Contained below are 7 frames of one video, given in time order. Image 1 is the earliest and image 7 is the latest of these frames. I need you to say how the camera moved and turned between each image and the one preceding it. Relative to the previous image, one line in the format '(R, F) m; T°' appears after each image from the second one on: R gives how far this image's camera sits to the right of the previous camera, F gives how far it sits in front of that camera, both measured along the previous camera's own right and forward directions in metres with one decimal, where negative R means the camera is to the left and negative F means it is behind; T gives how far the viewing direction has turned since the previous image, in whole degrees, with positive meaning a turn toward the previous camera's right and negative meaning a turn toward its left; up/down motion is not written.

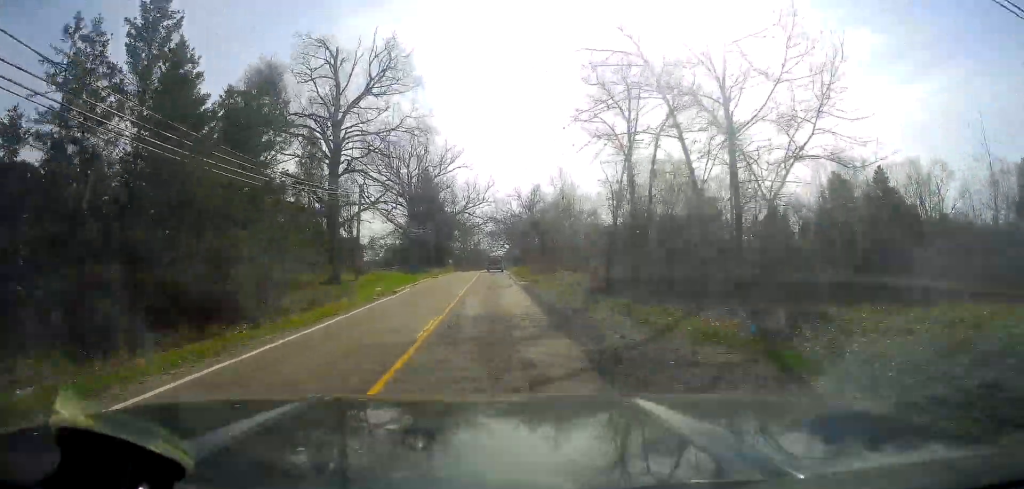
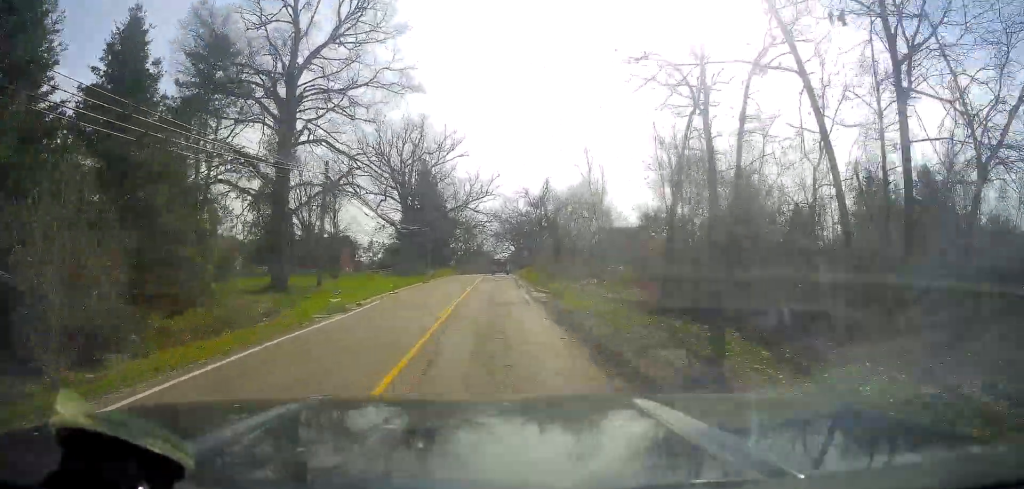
(-0.3, +10.8) m; +1°
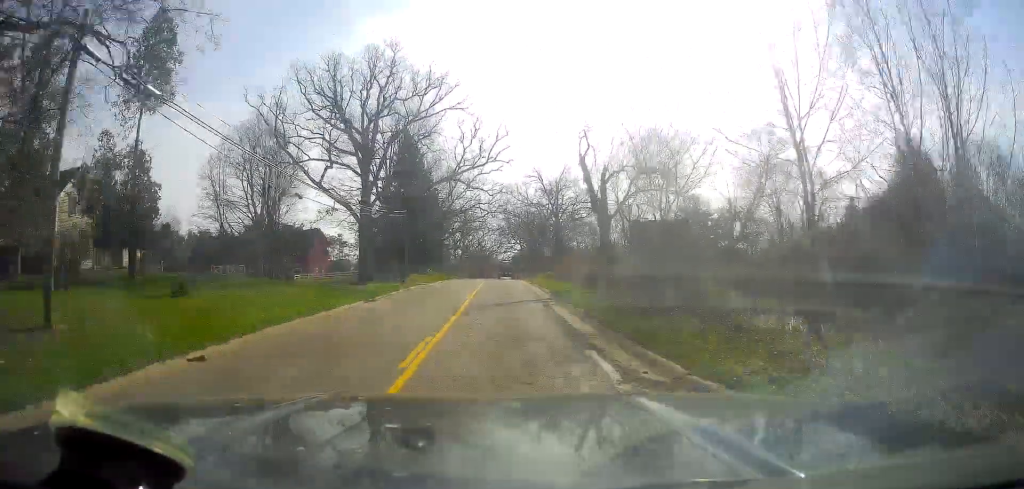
(+0.3, +23.9) m; +1°
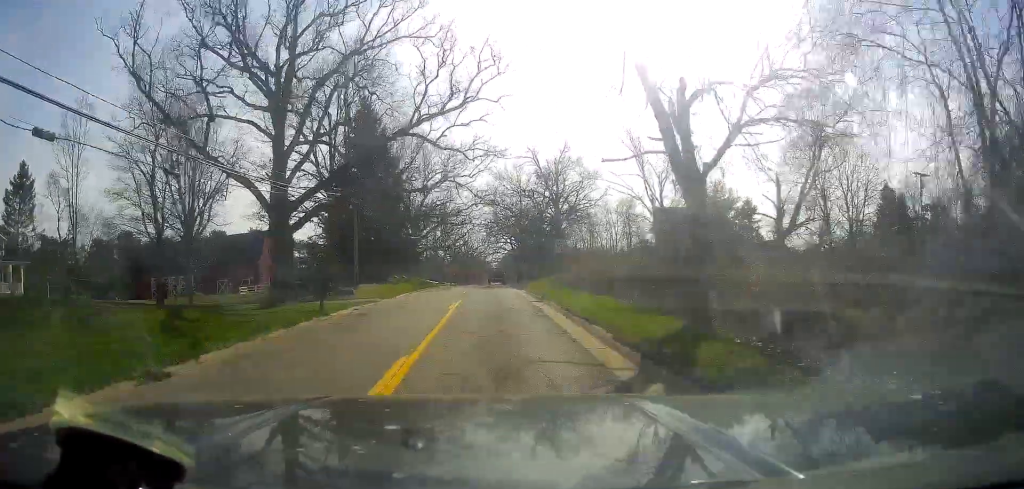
(+0.3, +17.4) m; 0°
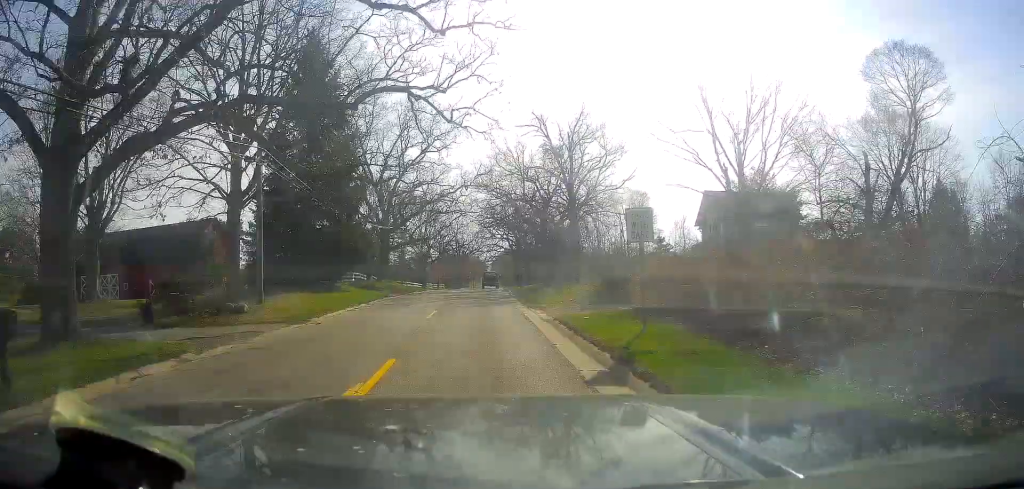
(-0.3, +17.1) m; -1°
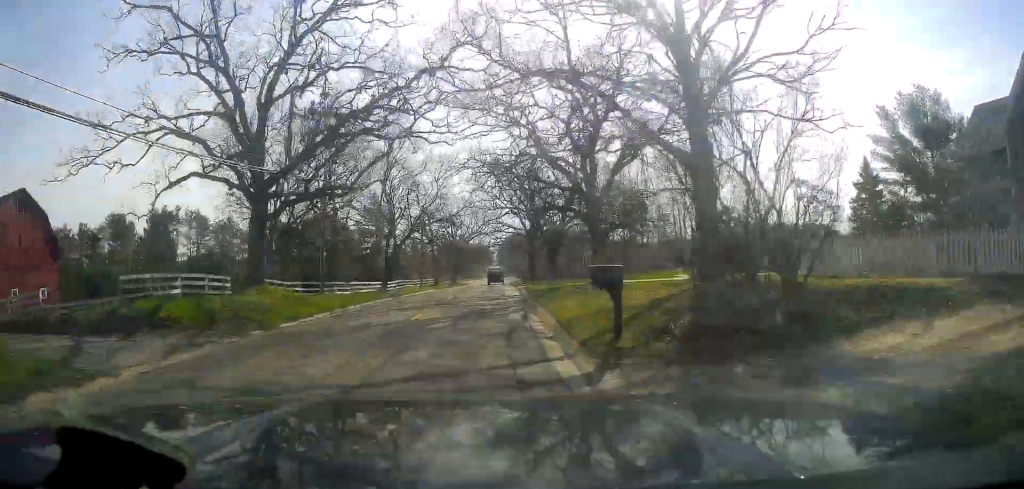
(0.0, +33.9) m; 0°
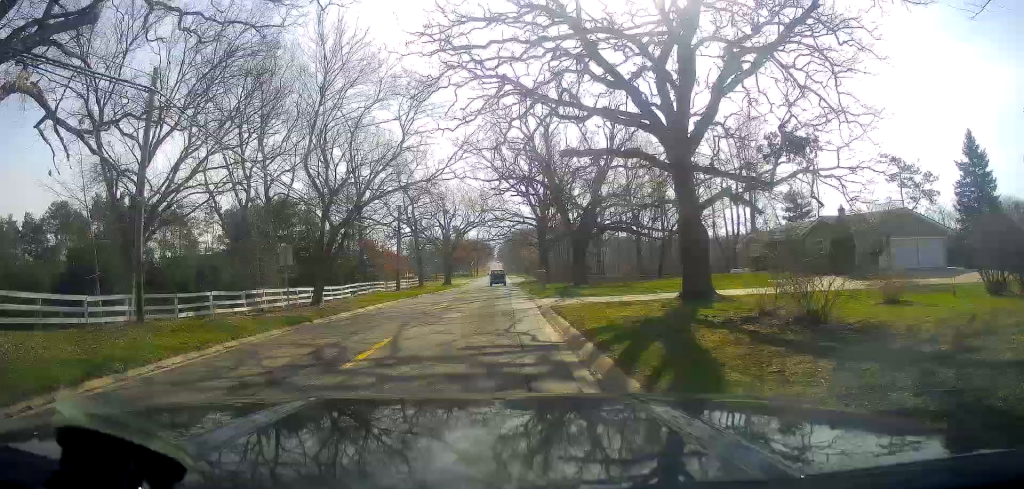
(0.0, +19.6) m; 0°
